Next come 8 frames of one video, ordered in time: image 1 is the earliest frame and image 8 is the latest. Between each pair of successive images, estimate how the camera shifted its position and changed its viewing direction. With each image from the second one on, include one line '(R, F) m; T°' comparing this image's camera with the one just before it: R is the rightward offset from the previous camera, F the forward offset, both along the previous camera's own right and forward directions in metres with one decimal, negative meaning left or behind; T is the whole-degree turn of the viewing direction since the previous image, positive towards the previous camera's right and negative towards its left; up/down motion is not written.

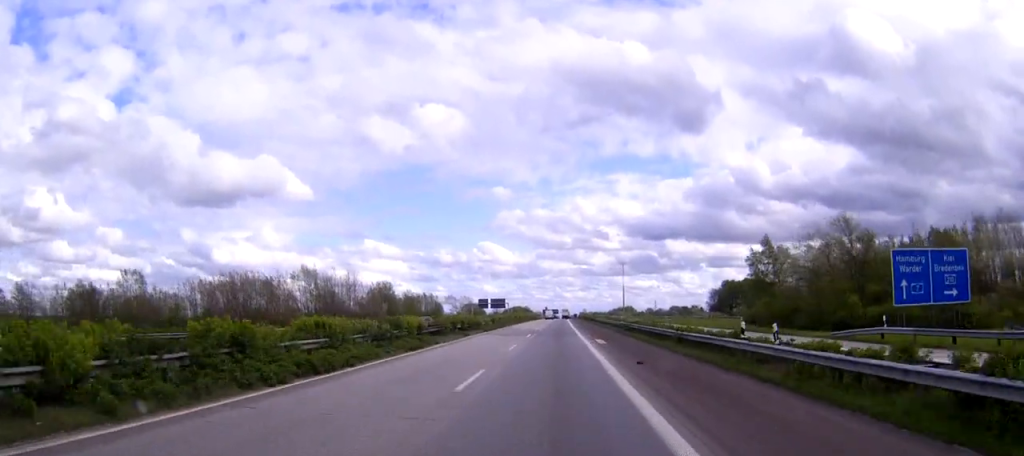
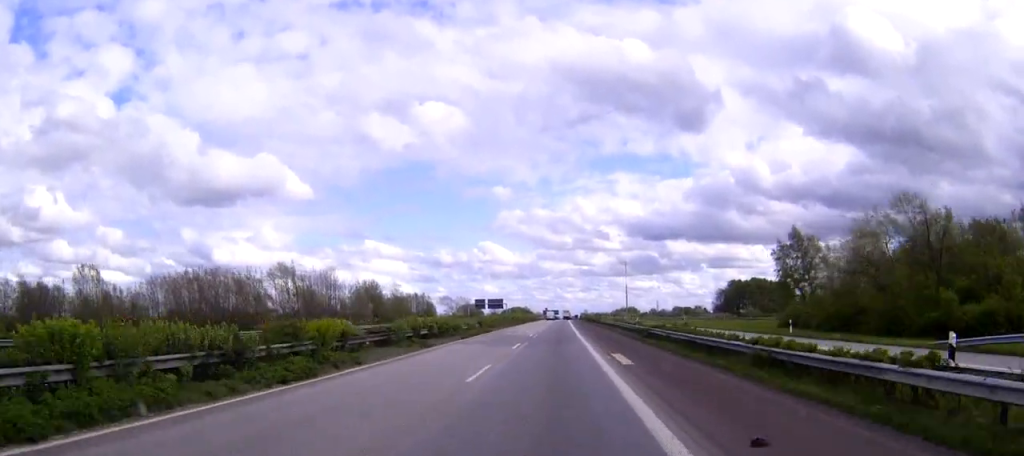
(0.0, +15.0) m; 0°
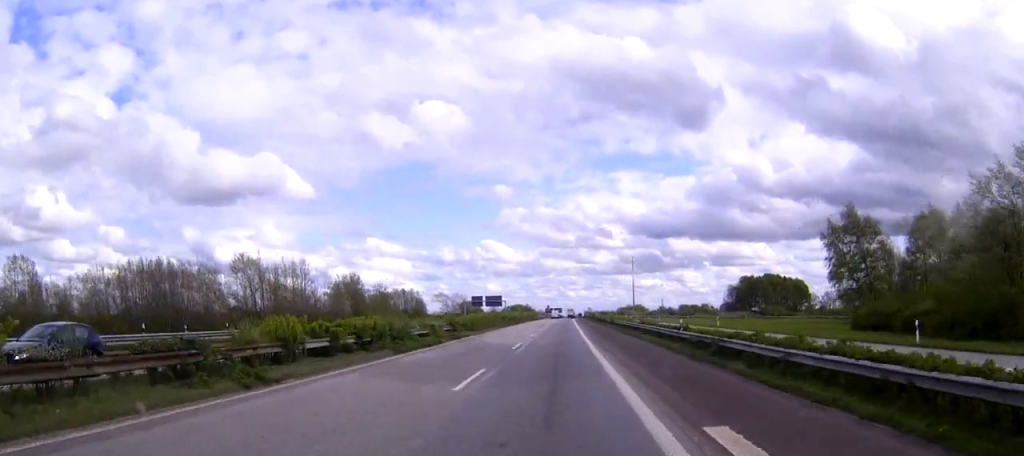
(0.0, +20.3) m; 0°
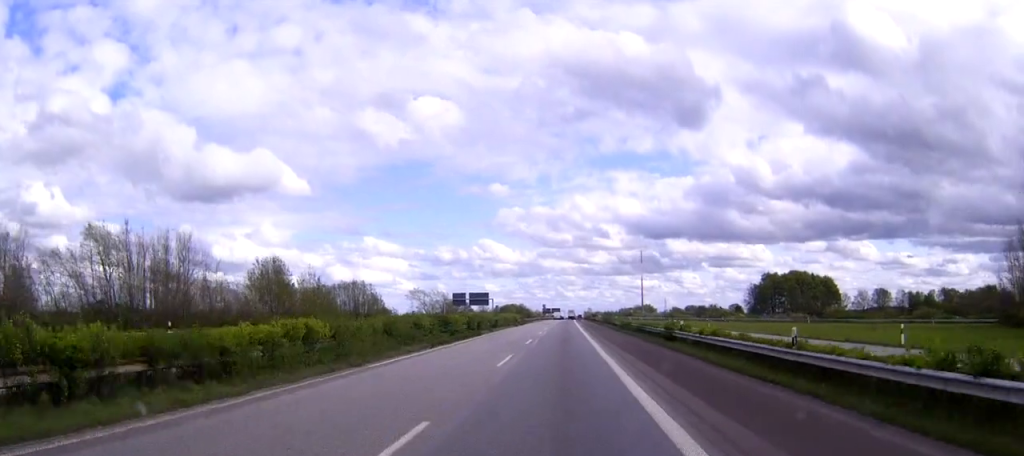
(-0.1, +45.8) m; 0°
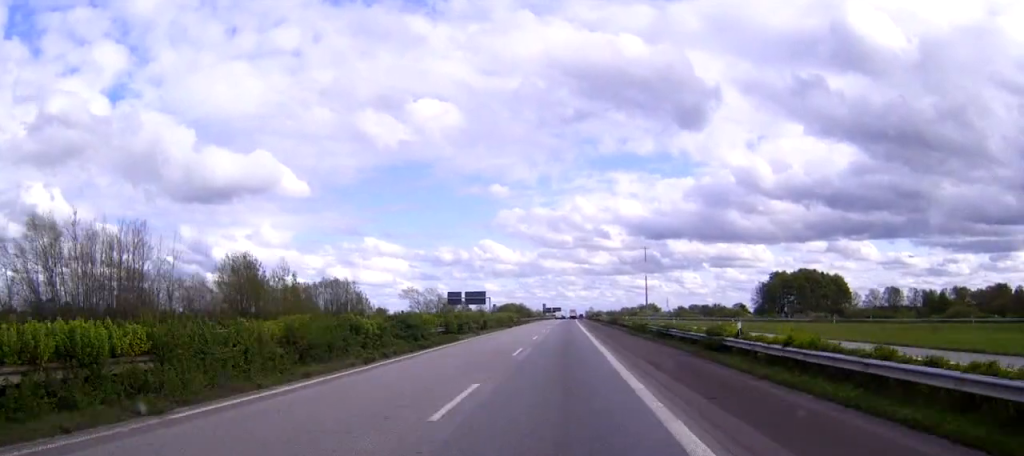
(0.0, +12.3) m; 0°
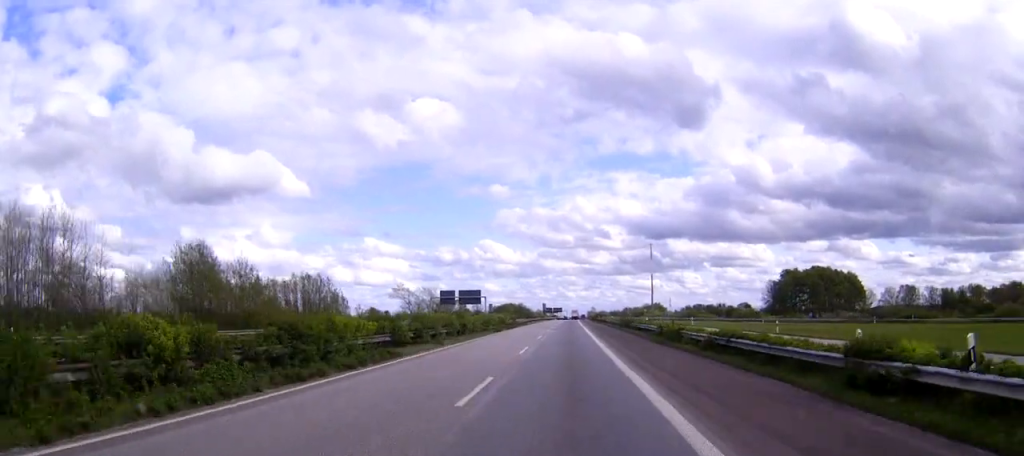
(0.0, +15.9) m; 0°
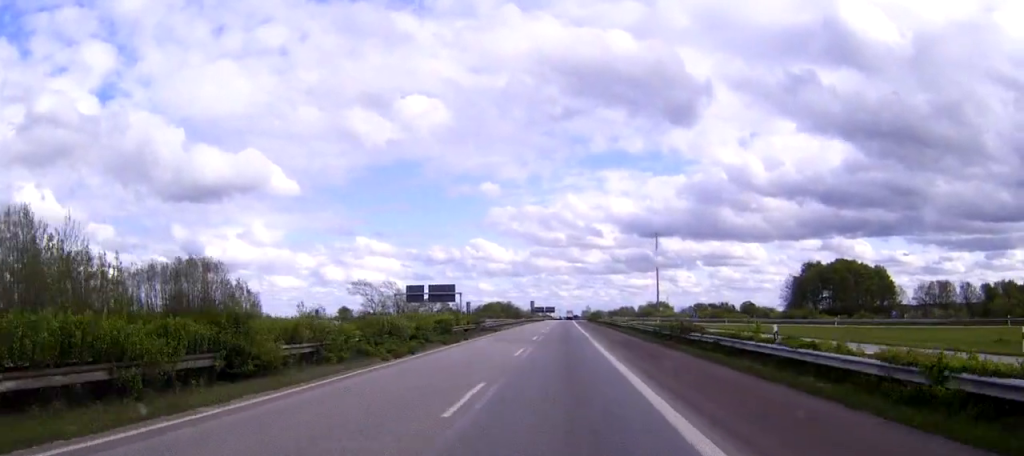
(+0.2, +36.9) m; 0°
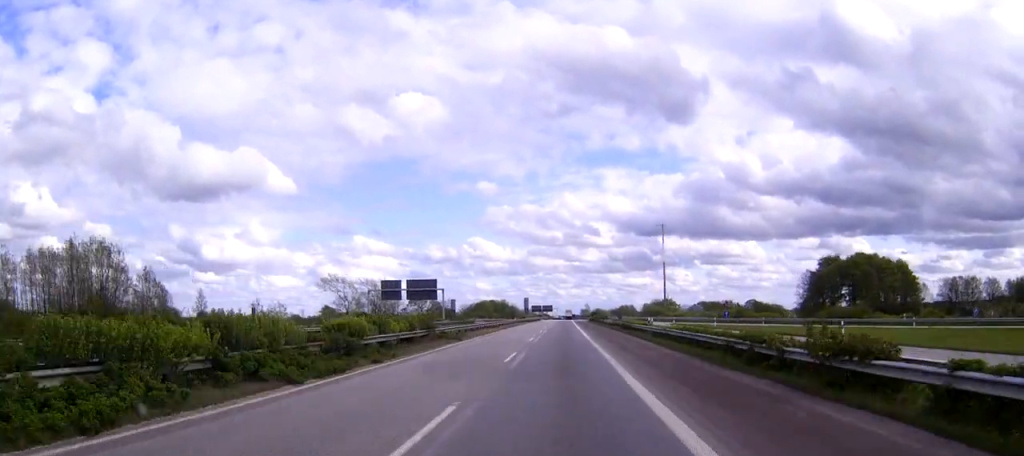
(+0.1, +21.9) m; 0°
